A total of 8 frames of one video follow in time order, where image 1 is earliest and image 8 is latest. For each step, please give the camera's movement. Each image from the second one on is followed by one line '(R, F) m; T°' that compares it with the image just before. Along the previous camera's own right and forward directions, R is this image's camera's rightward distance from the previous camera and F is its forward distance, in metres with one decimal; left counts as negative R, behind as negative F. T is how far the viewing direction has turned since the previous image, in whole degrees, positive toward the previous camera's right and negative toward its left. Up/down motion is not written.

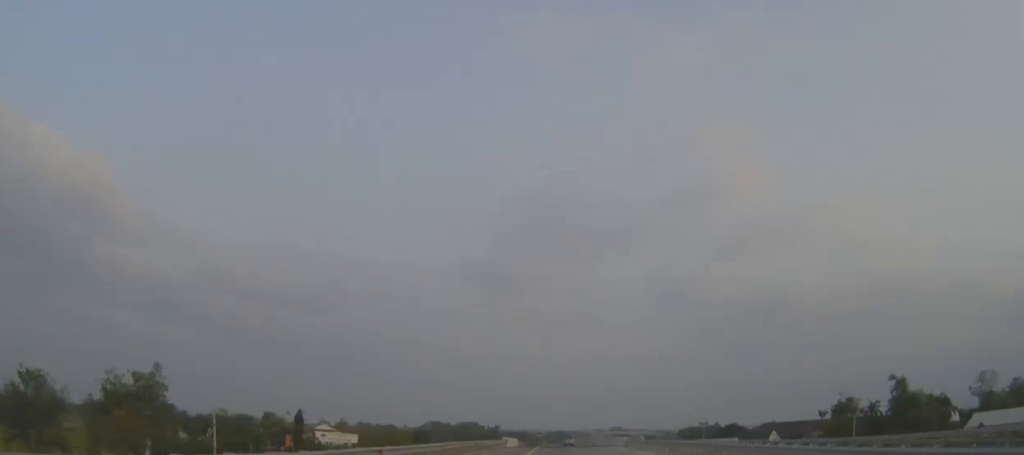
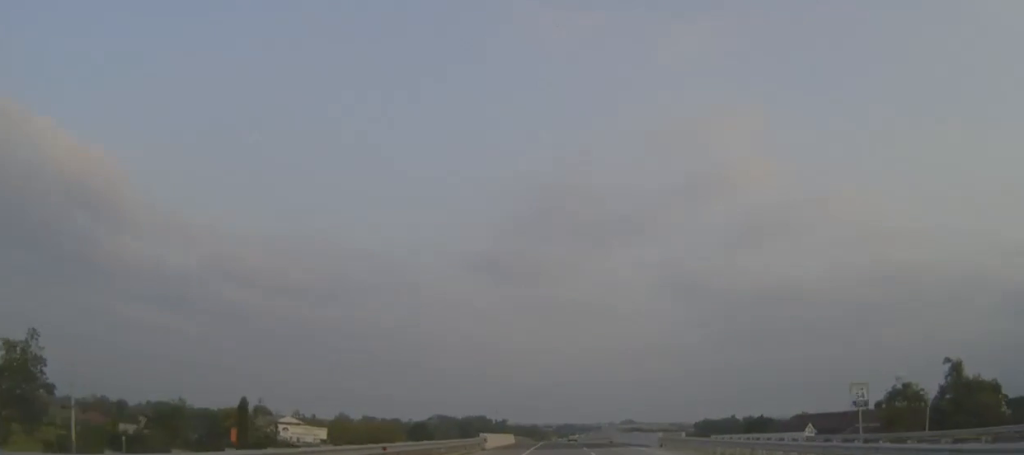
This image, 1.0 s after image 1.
(-0.1, +24.2) m; -1°
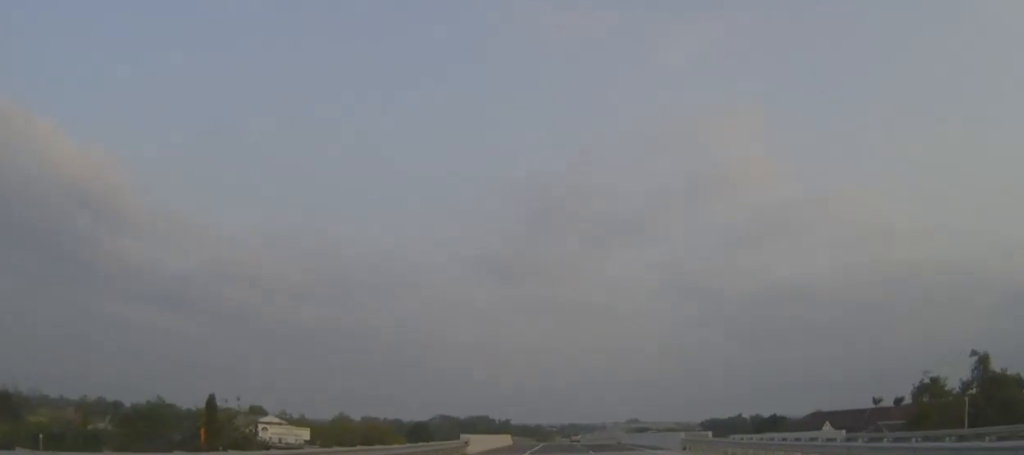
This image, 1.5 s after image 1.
(0.0, +10.1) m; 0°
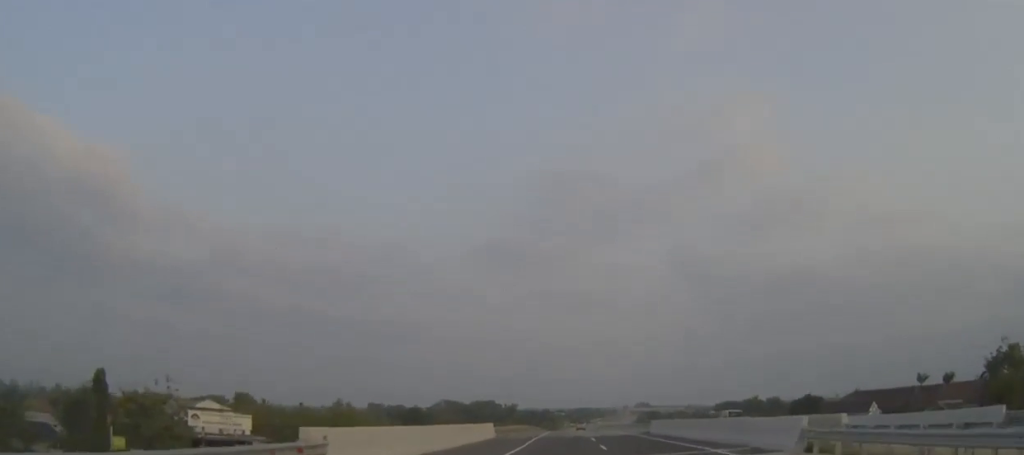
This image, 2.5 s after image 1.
(-0.1, +24.2) m; -1°
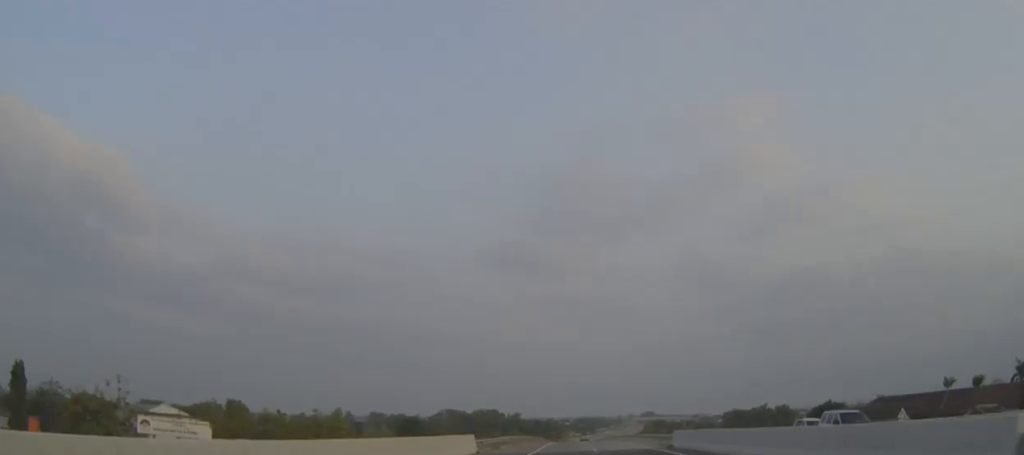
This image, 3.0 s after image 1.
(0.0, +12.4) m; 0°
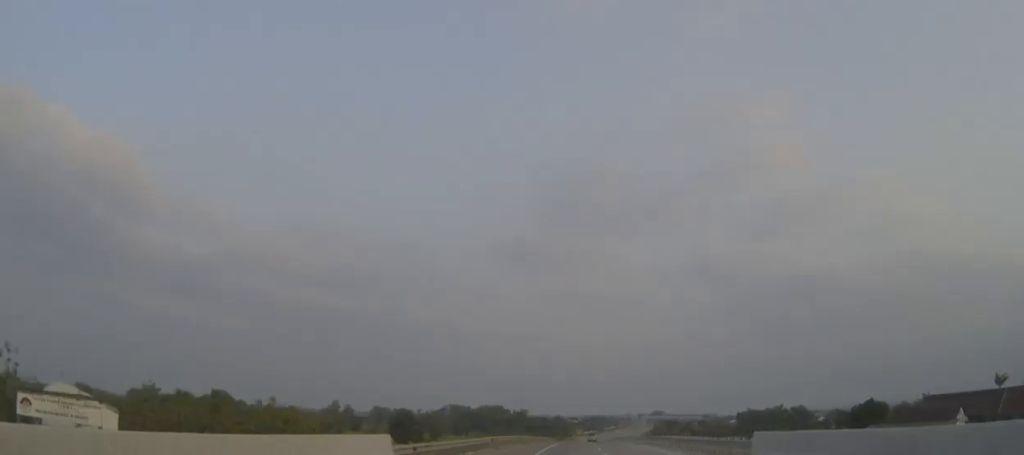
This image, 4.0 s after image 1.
(-0.1, +21.5) m; 0°
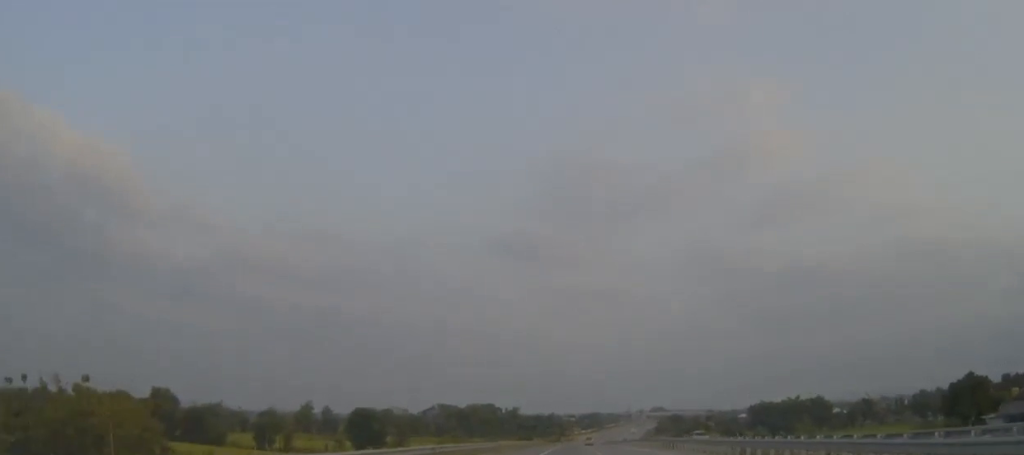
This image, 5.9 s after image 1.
(-0.3, +43.8) m; 0°
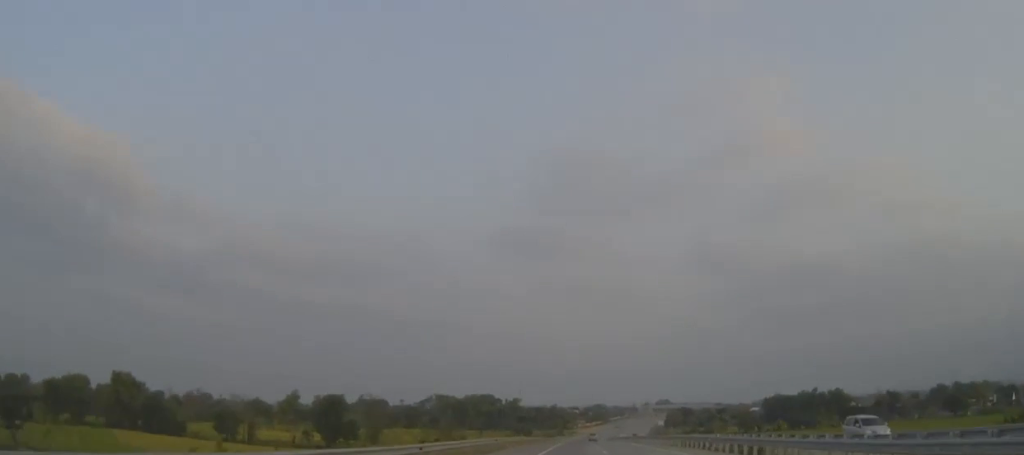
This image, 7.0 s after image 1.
(0.0, +26.5) m; 0°
